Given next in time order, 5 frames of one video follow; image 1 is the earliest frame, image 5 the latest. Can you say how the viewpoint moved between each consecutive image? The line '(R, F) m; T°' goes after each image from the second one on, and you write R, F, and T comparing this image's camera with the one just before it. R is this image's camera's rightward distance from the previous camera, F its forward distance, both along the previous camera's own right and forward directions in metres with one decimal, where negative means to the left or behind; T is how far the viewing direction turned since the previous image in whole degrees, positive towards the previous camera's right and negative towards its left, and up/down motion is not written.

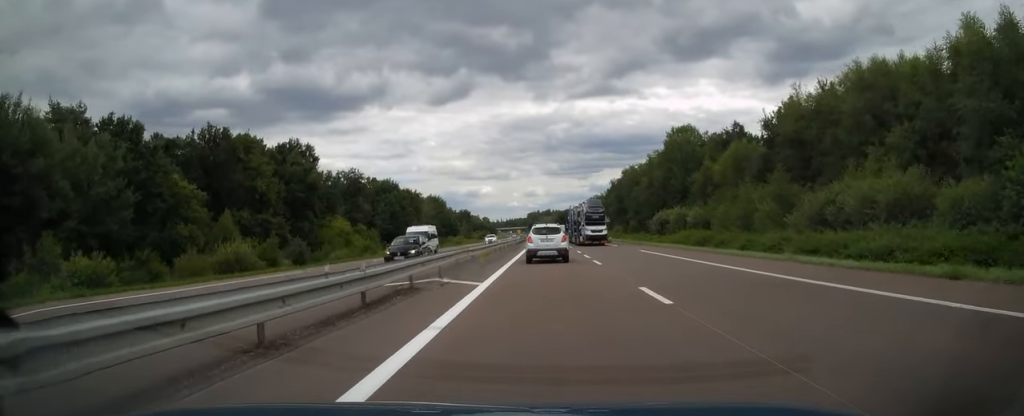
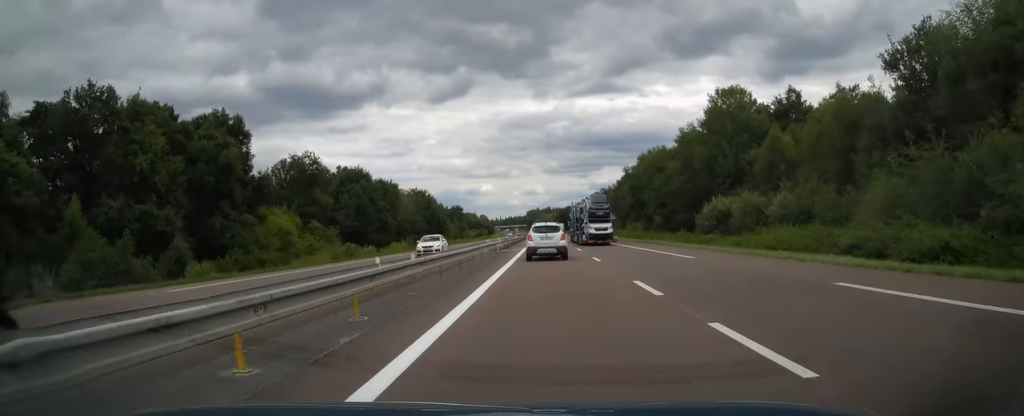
(+0.3, +24.6) m; 0°
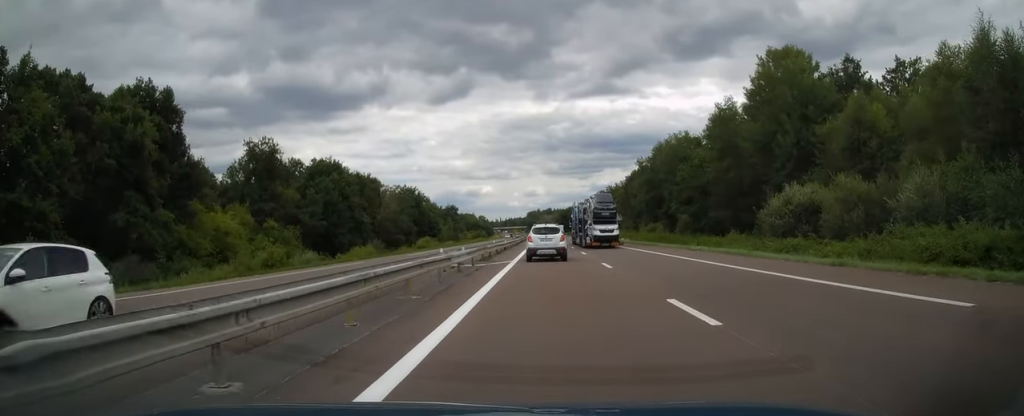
(-0.1, +16.6) m; 0°
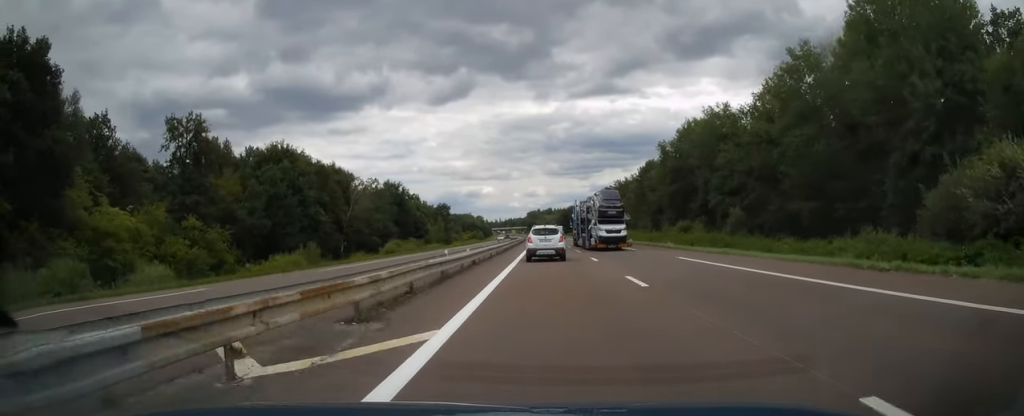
(-0.1, +19.7) m; 0°
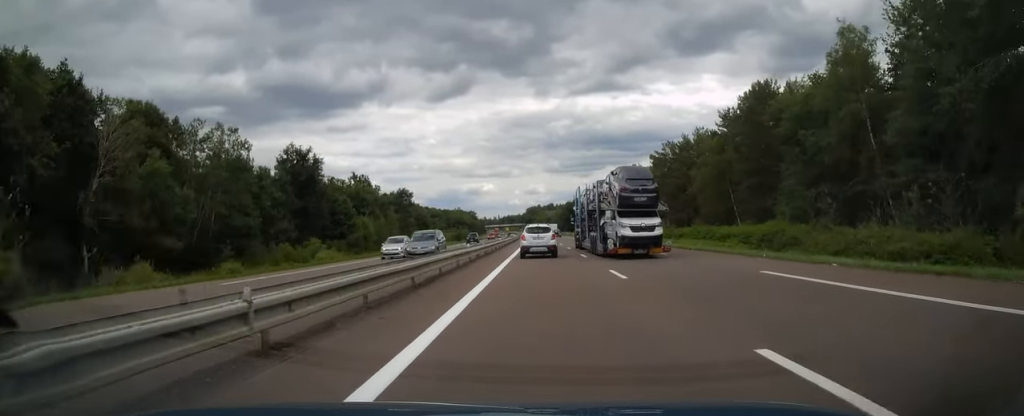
(-0.1, +62.0) m; 0°
